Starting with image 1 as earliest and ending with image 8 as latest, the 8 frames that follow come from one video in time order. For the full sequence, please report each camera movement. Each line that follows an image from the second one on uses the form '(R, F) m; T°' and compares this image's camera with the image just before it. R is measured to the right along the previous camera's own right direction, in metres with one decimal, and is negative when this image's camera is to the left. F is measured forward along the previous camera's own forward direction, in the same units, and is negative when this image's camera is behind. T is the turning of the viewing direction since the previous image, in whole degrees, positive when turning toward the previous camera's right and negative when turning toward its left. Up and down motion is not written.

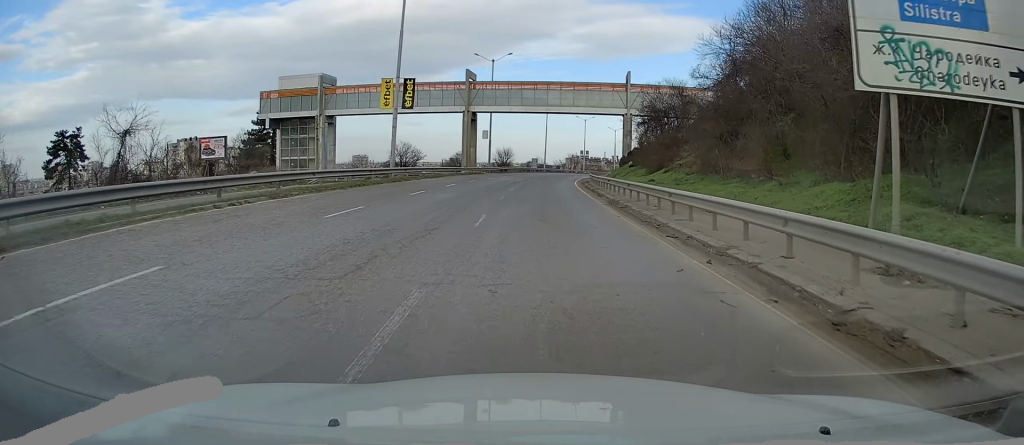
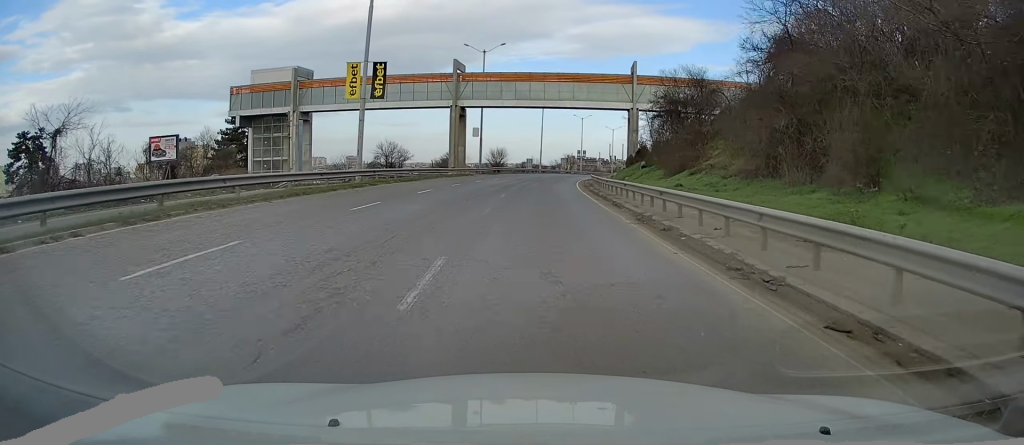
(0.0, +7.0) m; +1°
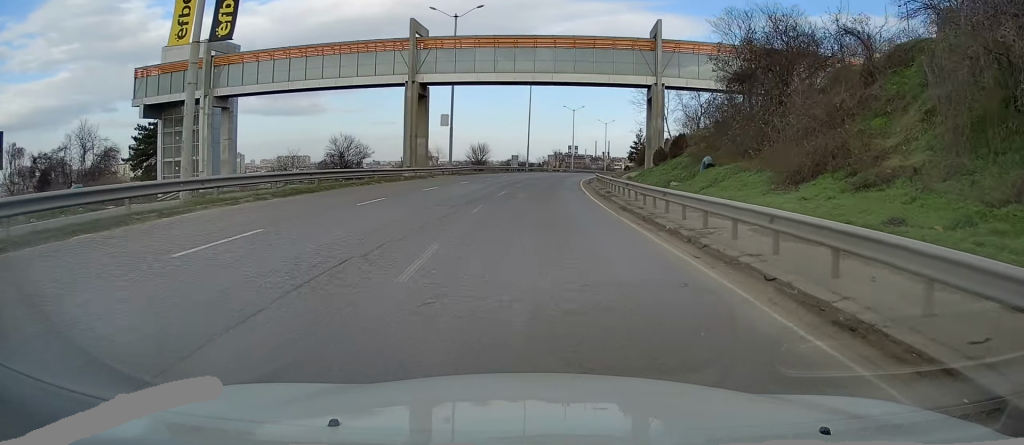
(+0.2, +16.8) m; 0°
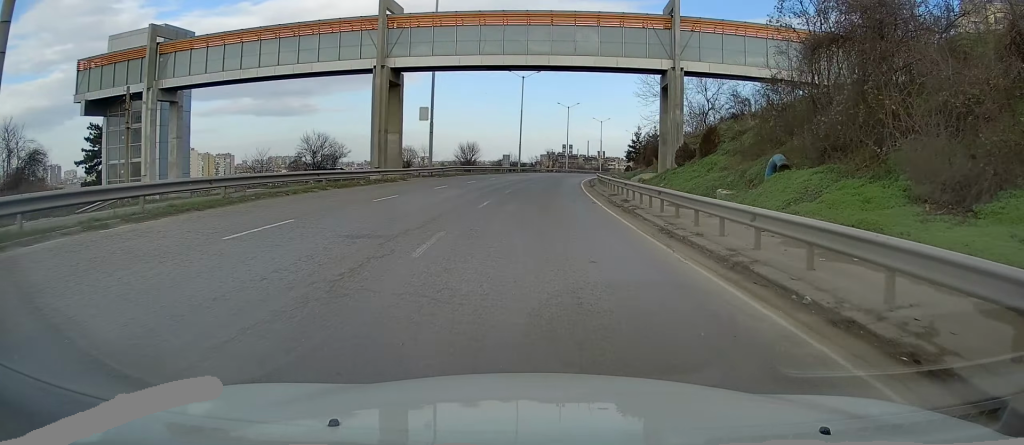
(0.0, +7.5) m; 0°
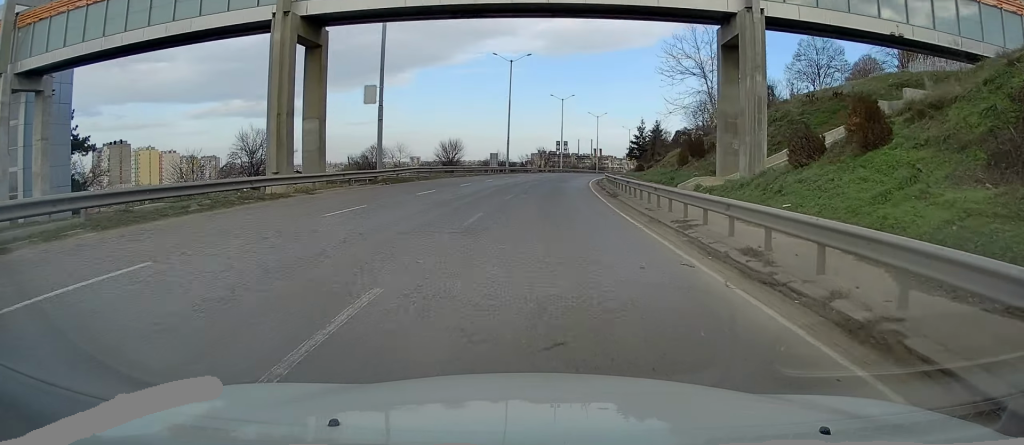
(-0.2, +14.3) m; +2°
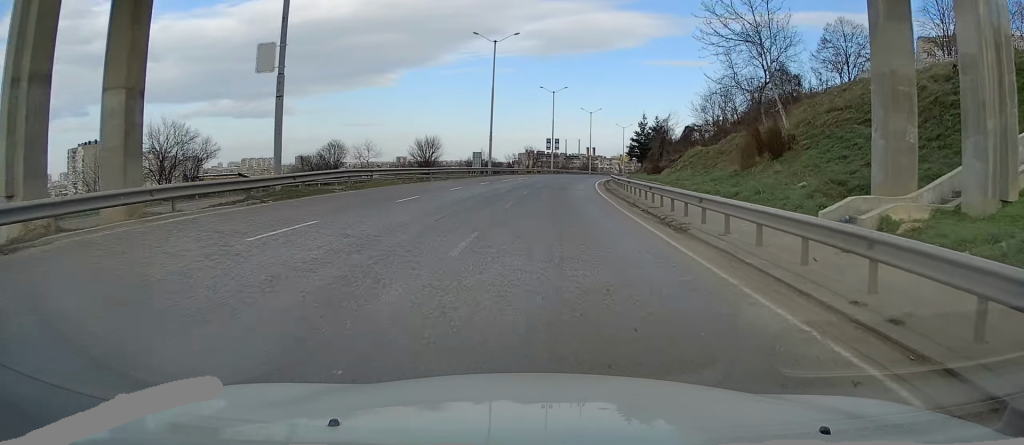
(+0.6, +13.1) m; +2°
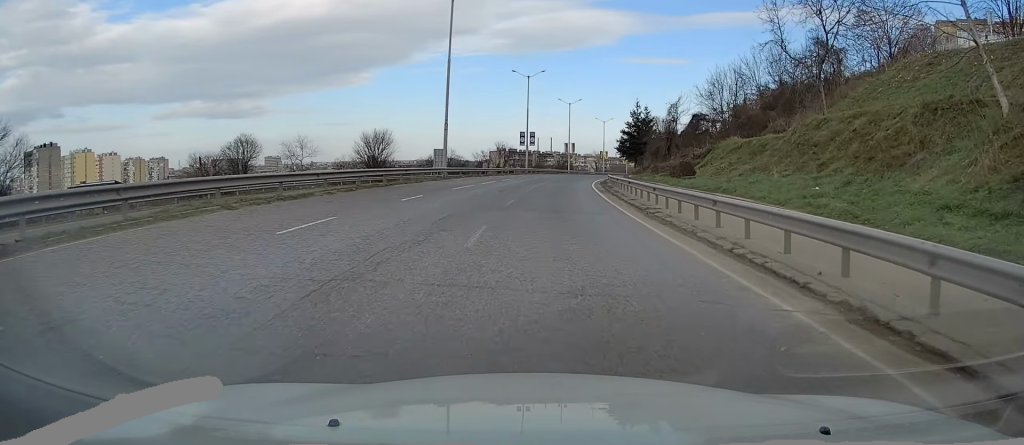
(+0.2, +17.1) m; +1°
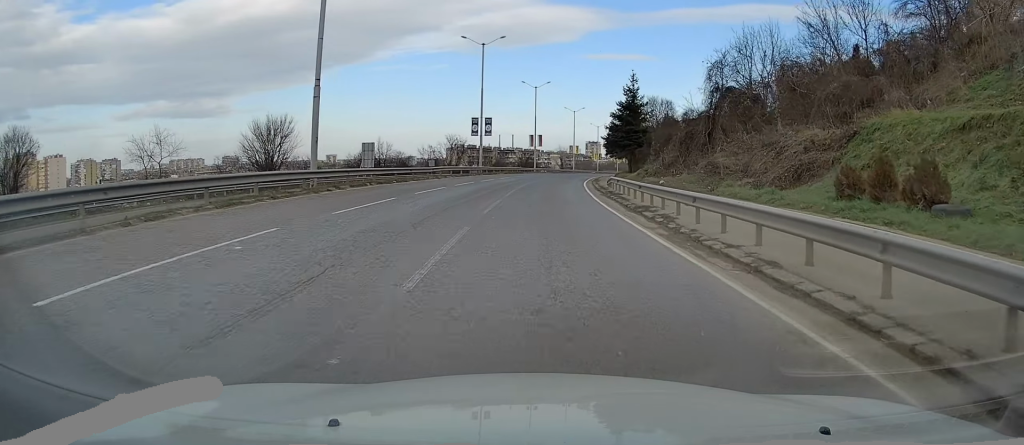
(+0.4, +23.2) m; +3°
